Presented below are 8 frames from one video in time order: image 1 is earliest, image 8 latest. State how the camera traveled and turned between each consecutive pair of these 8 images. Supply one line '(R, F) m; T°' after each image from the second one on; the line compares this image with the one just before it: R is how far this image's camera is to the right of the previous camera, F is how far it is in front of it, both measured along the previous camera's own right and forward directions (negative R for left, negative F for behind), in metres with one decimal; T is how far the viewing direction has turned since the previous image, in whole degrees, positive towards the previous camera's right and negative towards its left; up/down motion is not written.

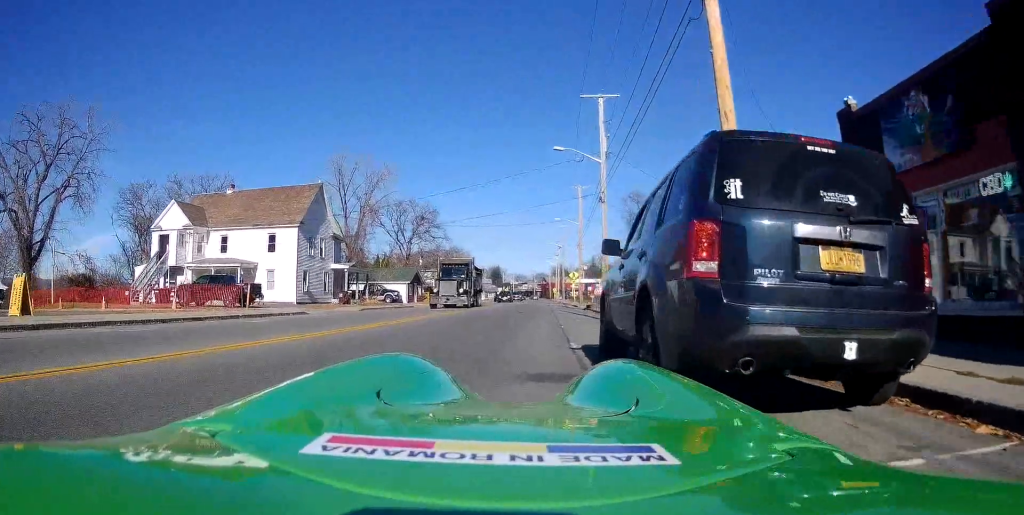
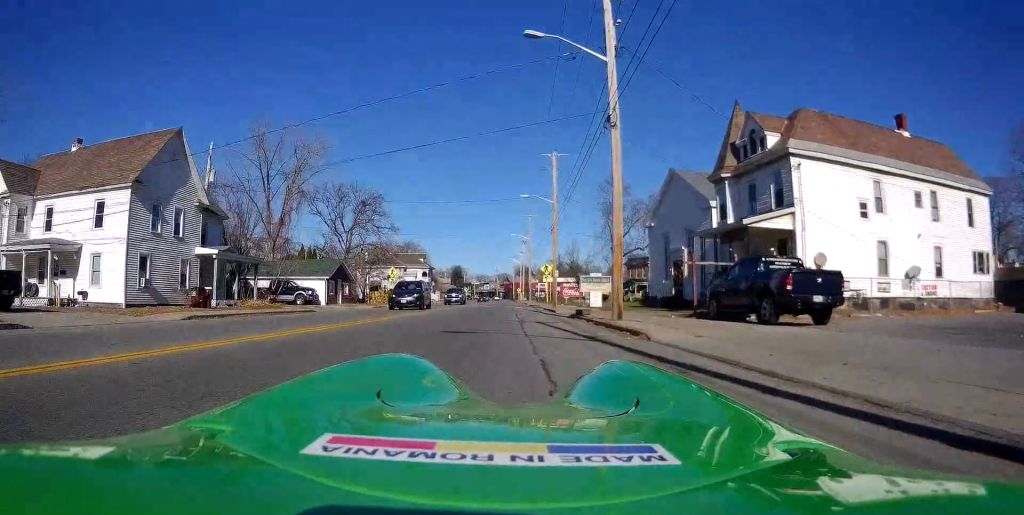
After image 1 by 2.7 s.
(-1.0, +16.1) m; -6°
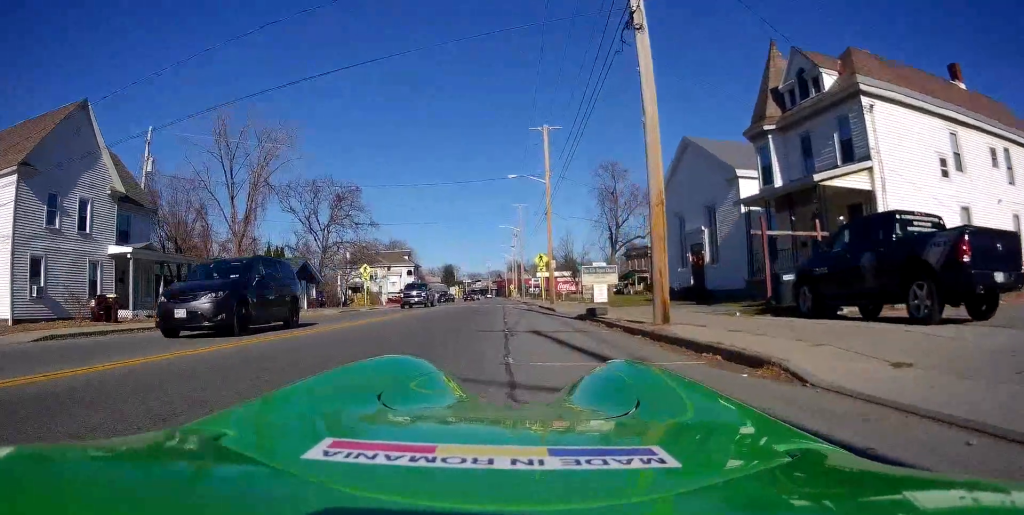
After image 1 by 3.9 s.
(-0.1, +7.1) m; 0°
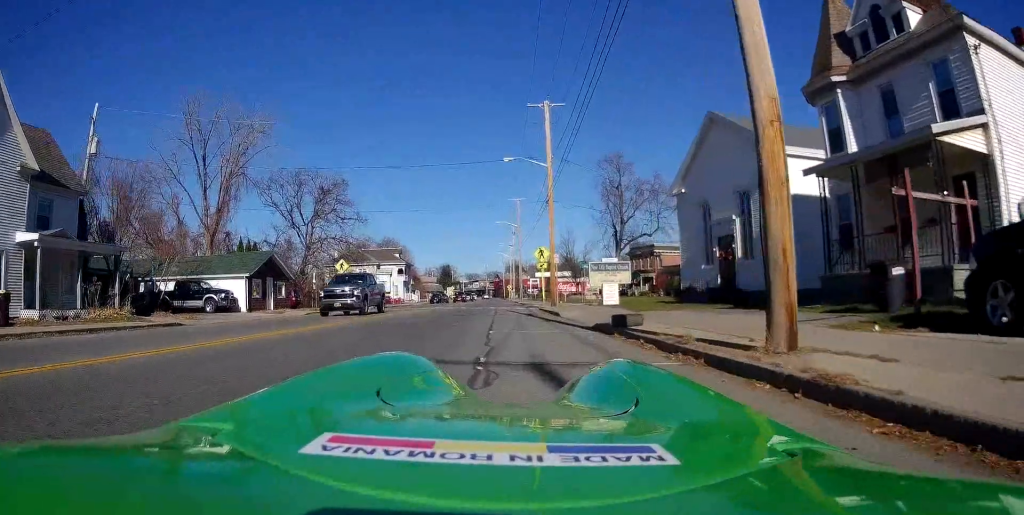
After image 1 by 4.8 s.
(+0.1, +6.0) m; +2°
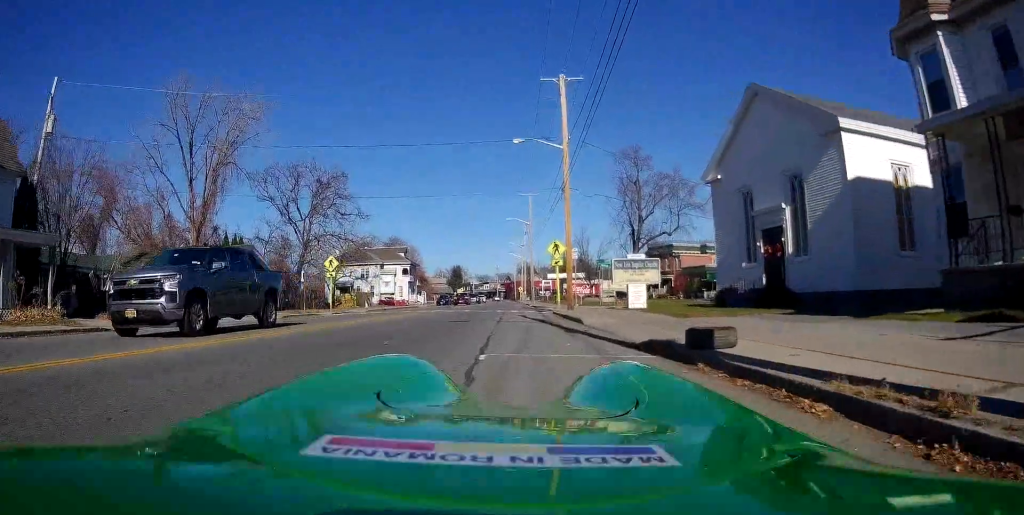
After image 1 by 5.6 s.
(0.0, +4.9) m; +1°
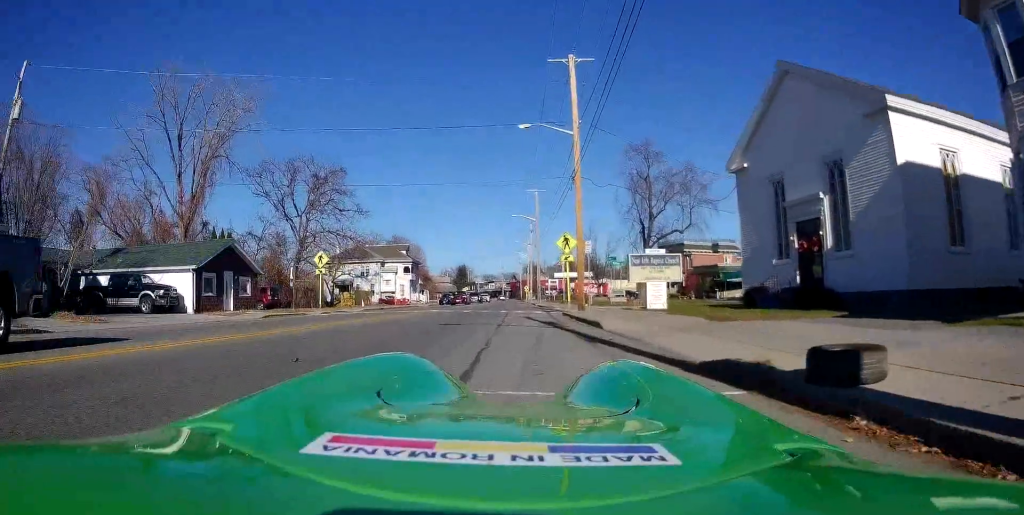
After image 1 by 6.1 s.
(0.0, +3.1) m; 0°
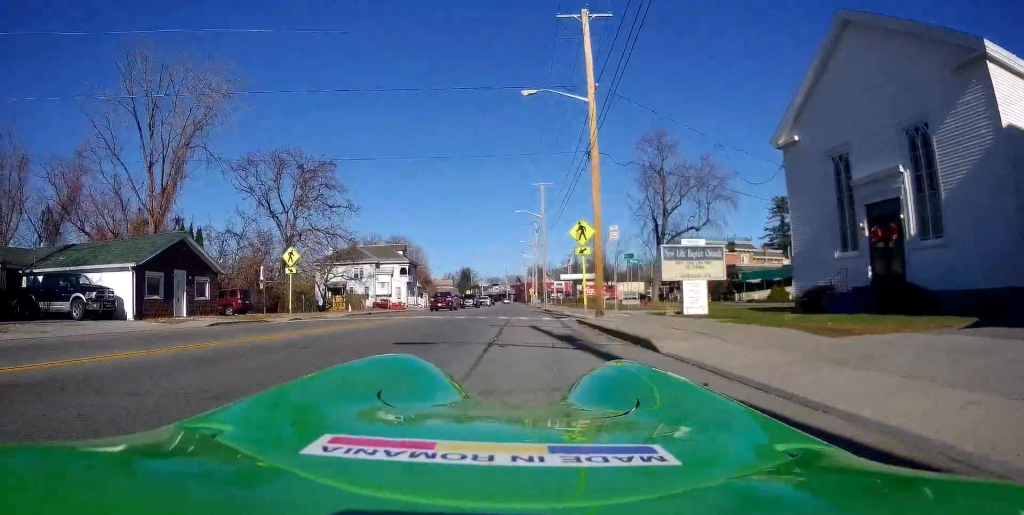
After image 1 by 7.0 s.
(0.0, +5.4) m; -3°
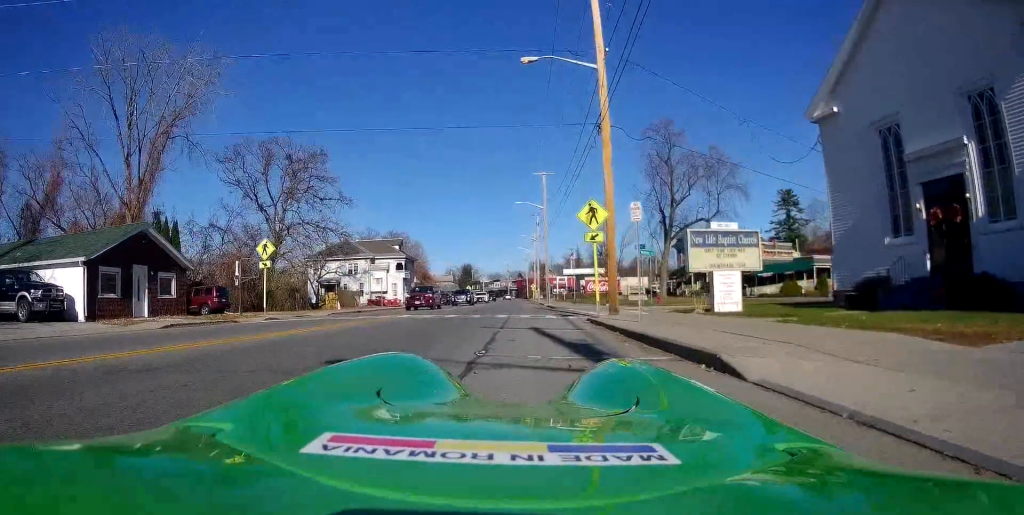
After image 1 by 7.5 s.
(-0.1, +3.4) m; -1°
